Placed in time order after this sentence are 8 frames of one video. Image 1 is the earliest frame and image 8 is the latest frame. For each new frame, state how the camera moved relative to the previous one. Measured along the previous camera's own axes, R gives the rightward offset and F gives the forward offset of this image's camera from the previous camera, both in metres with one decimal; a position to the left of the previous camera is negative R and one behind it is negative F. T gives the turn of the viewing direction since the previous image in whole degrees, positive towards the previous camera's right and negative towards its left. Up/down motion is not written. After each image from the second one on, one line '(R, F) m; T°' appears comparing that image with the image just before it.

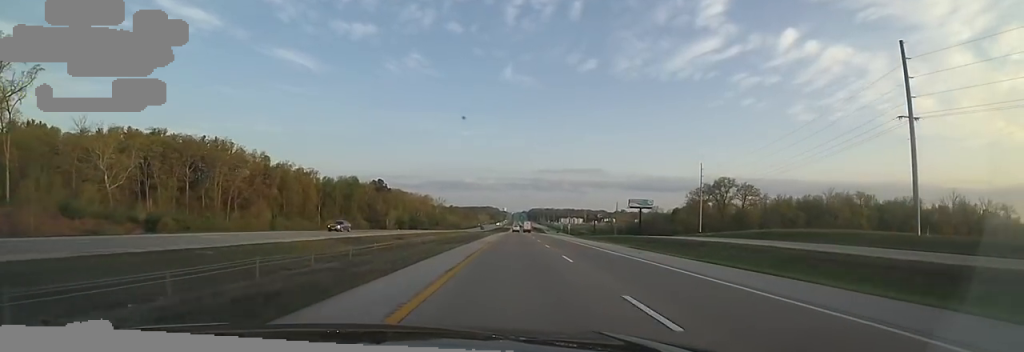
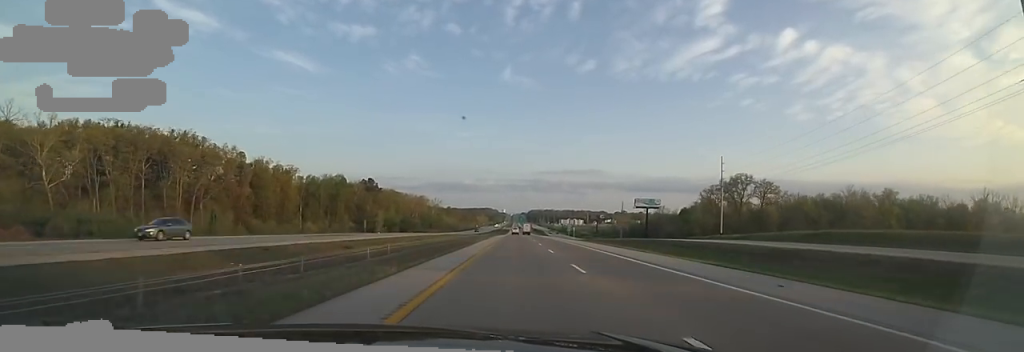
(+0.3, +15.9) m; 0°
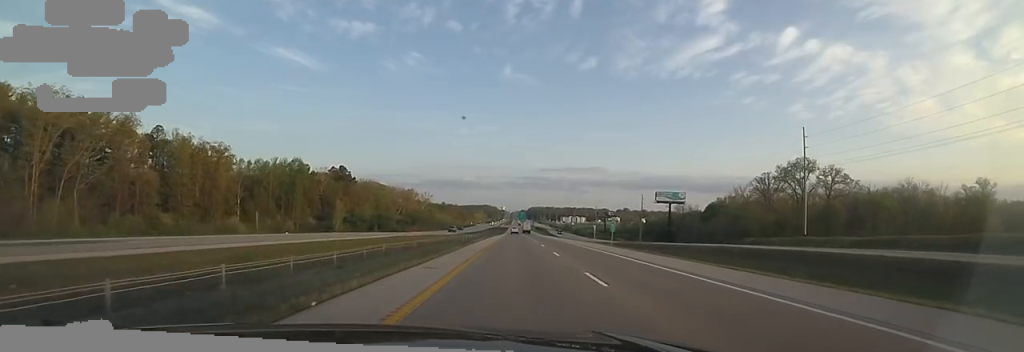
(-0.2, +40.1) m; -1°
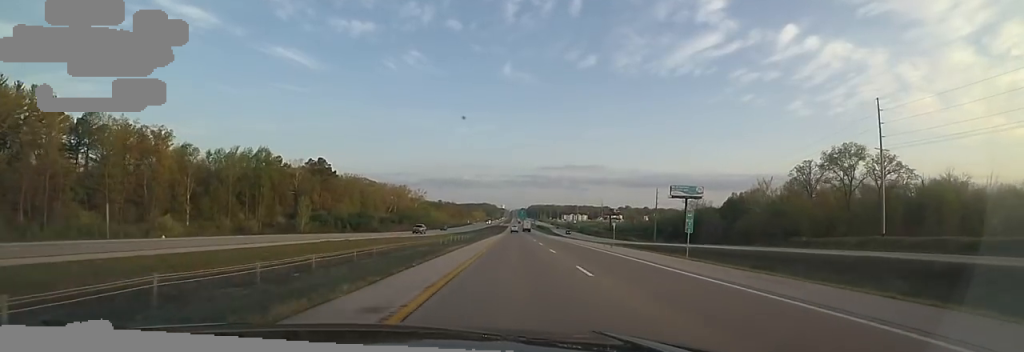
(-0.1, +22.1) m; 0°
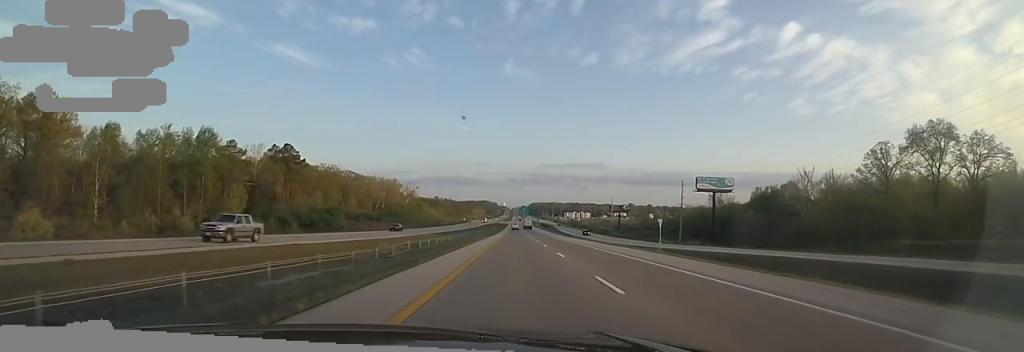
(+0.3, +28.4) m; +1°
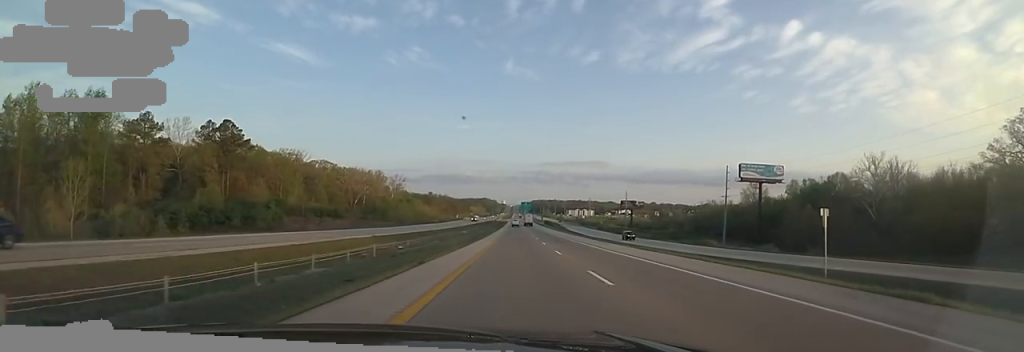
(+0.3, +34.4) m; 0°
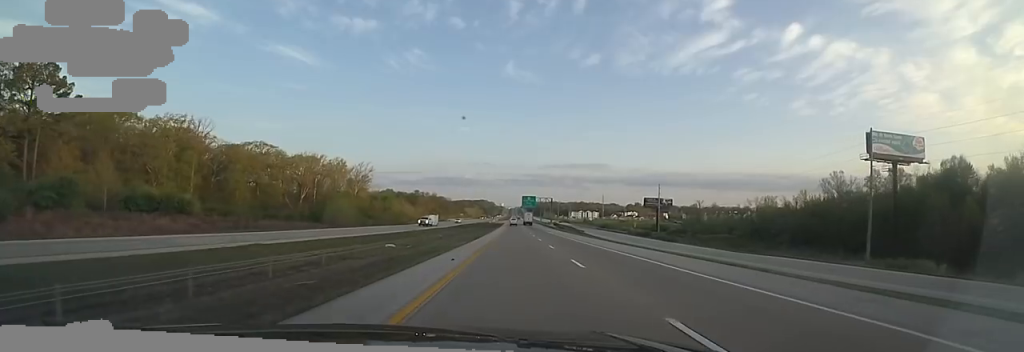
(+0.4, +57.0) m; +1°
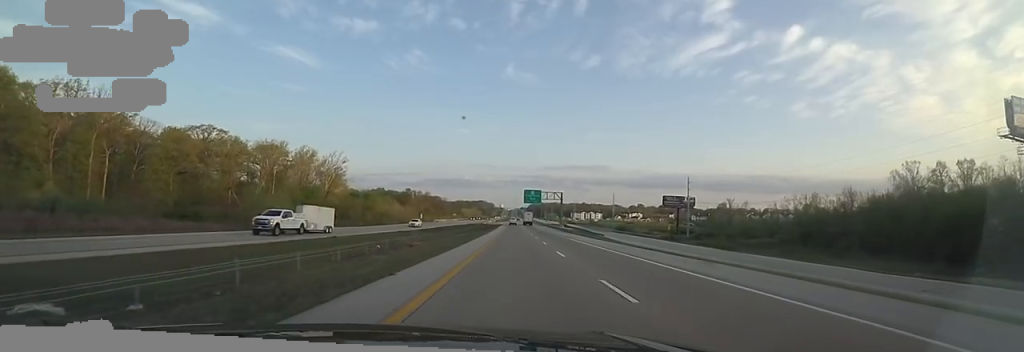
(-0.1, +31.4) m; -1°
